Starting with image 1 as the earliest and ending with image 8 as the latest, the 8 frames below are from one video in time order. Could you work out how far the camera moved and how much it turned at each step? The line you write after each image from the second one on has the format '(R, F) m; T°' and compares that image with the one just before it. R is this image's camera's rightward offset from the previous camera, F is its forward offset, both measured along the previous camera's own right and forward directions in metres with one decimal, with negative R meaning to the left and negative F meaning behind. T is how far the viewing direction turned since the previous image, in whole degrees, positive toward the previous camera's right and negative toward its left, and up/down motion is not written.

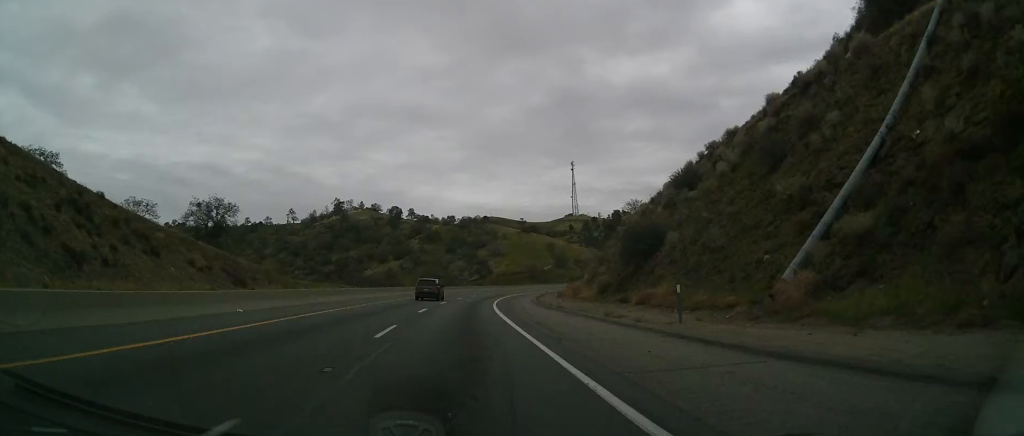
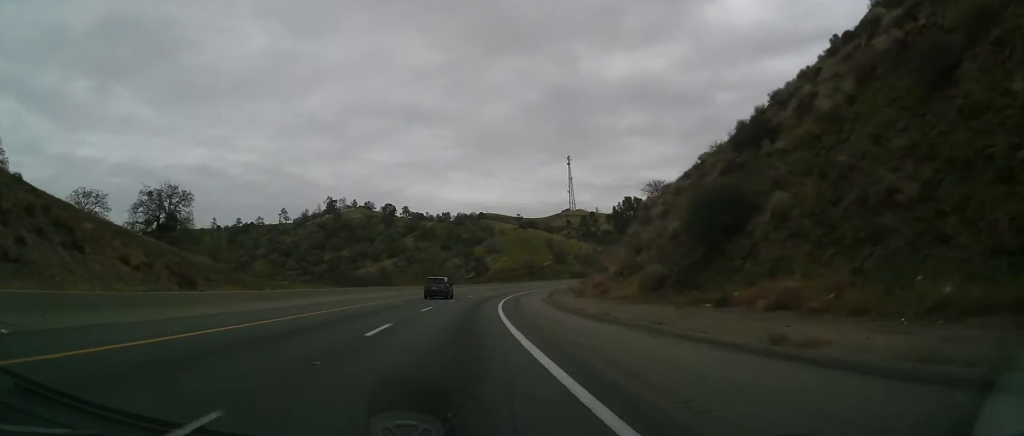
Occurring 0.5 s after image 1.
(-0.1, +14.3) m; 0°
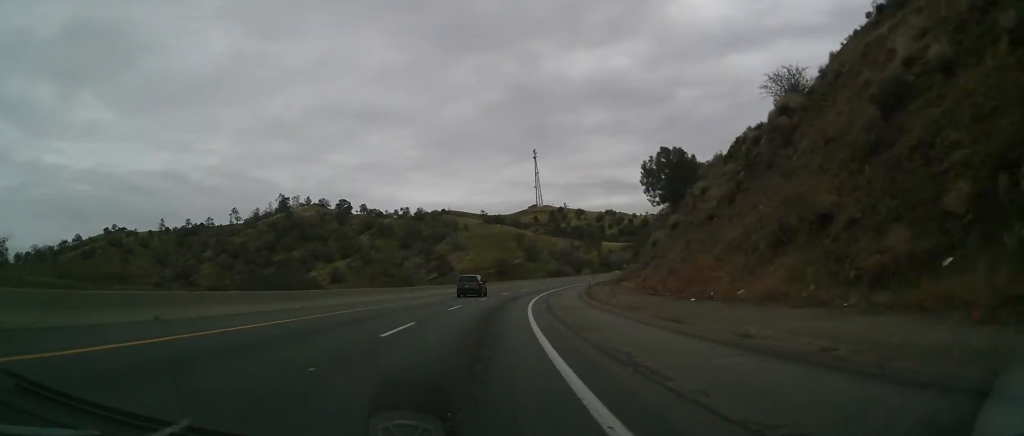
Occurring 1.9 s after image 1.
(+0.8, +44.5) m; +3°
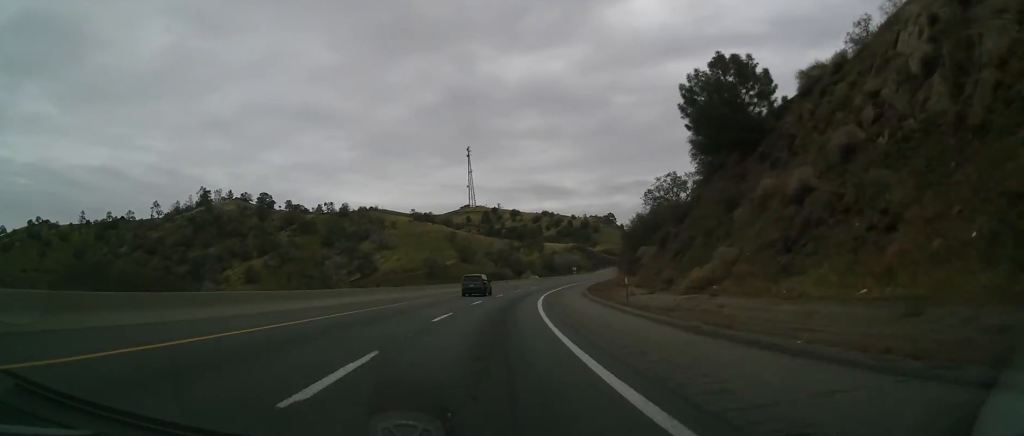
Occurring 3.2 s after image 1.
(+1.5, +37.4) m; +5°
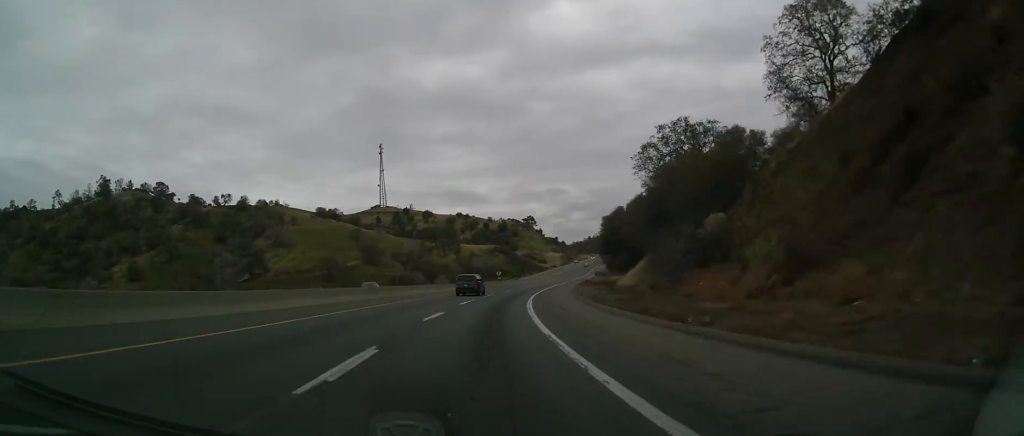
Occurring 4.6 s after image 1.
(+1.8, +42.2) m; +5°
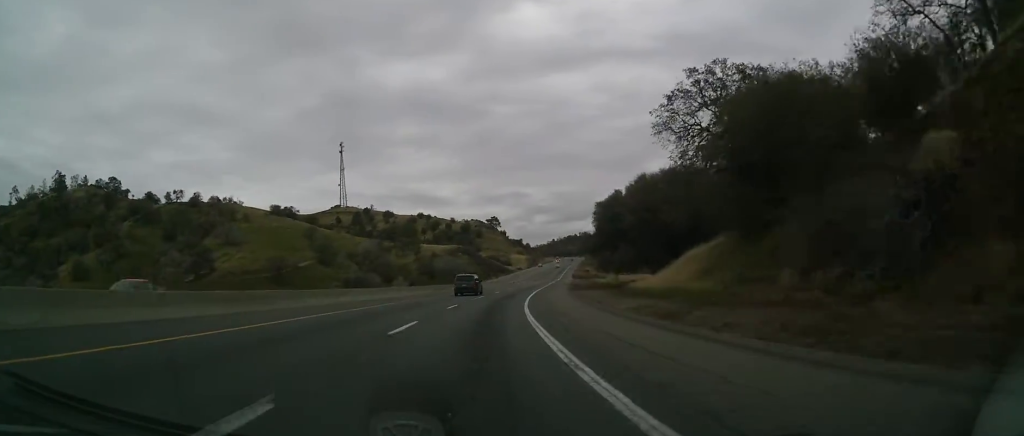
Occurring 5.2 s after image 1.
(-0.2, +20.0) m; +4°
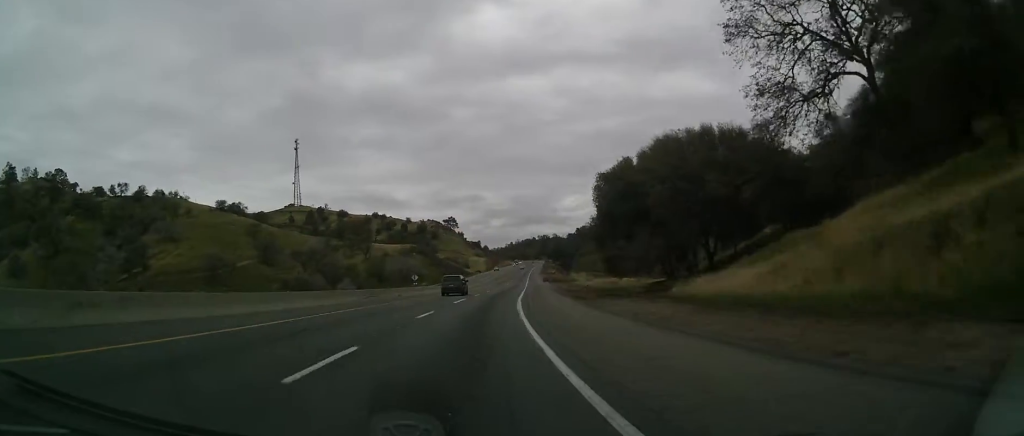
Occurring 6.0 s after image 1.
(+1.8, +21.7) m; +5°
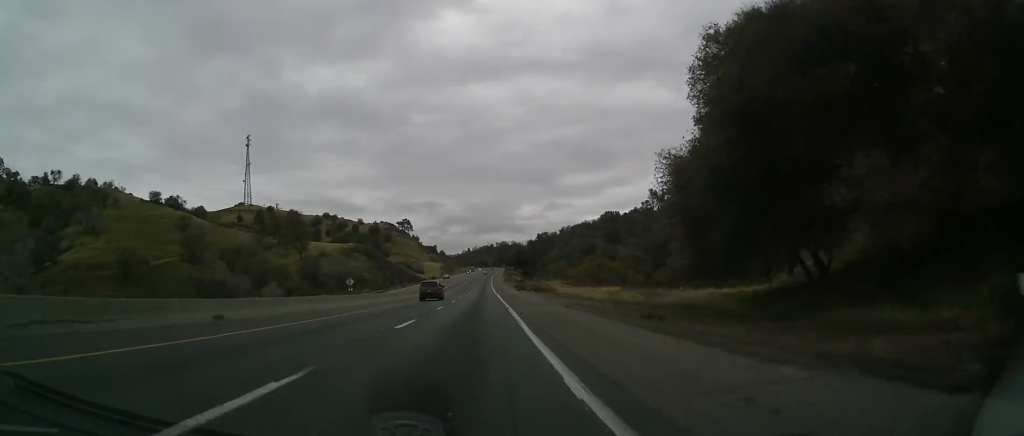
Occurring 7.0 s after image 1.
(+1.8, +31.8) m; +5°
